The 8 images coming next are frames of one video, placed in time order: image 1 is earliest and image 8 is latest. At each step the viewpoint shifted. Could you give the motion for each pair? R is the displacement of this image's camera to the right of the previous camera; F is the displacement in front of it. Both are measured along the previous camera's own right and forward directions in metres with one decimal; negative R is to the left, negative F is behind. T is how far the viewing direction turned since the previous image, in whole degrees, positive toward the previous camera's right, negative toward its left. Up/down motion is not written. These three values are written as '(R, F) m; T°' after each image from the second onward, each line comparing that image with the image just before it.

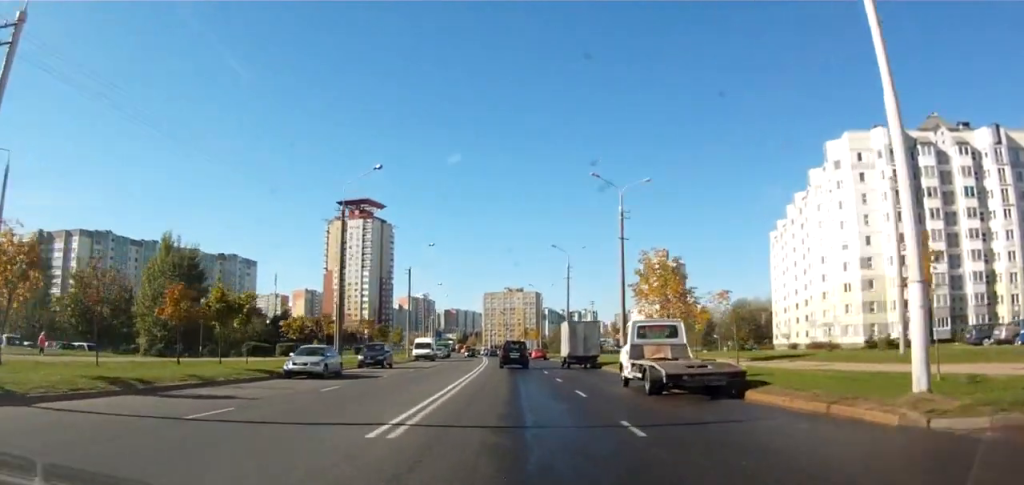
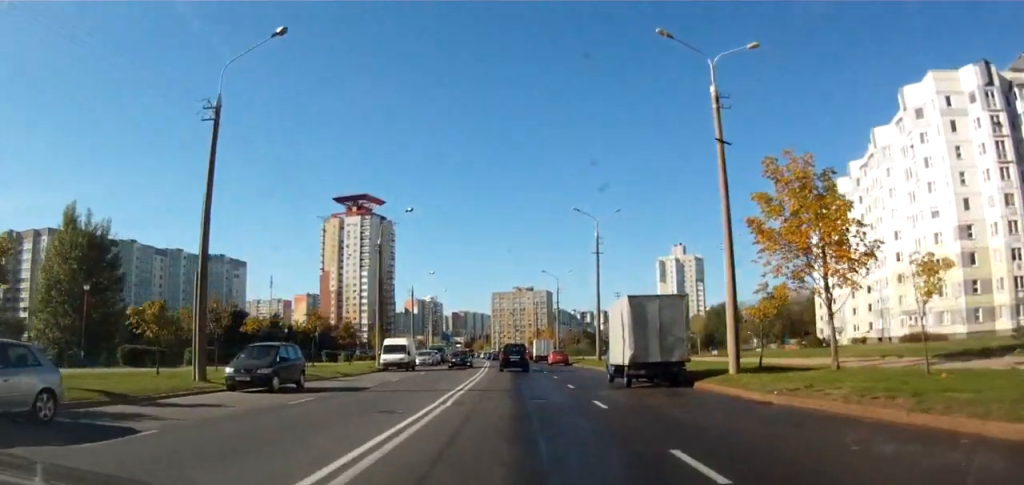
(-0.4, +19.1) m; +2°
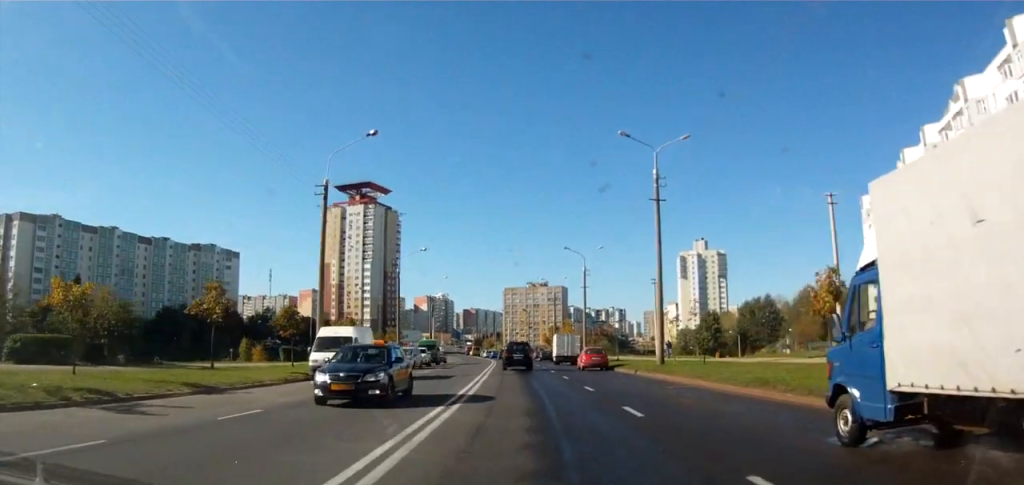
(+0.5, +17.7) m; -4°
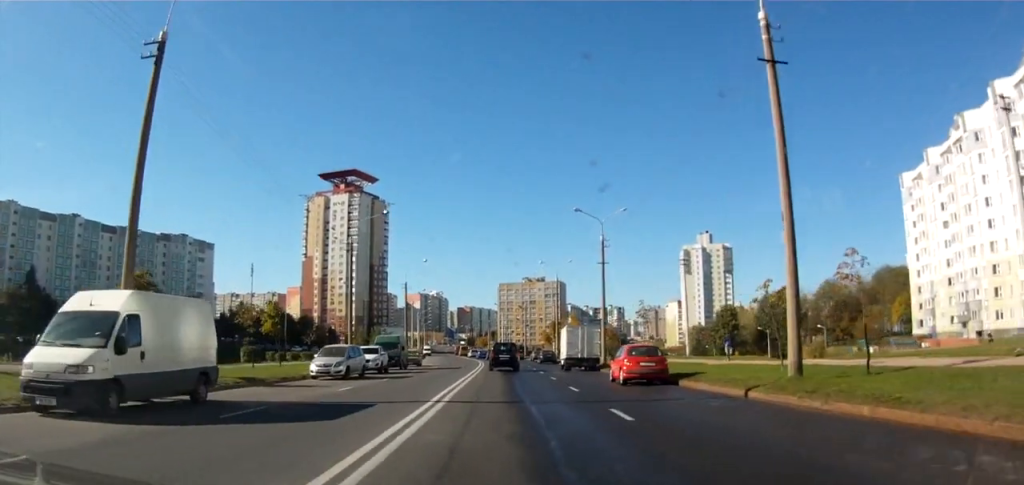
(-1.3, +16.5) m; -4°
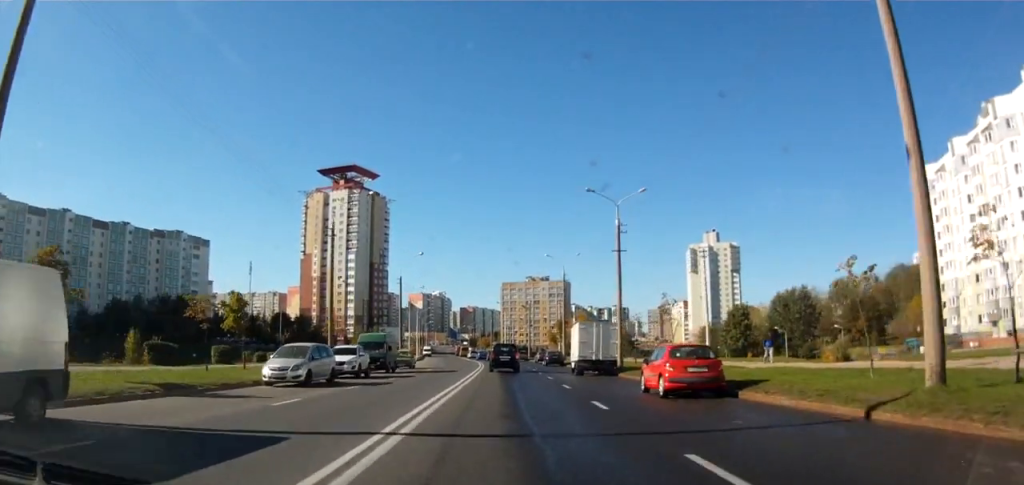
(-0.1, +5.9) m; +1°
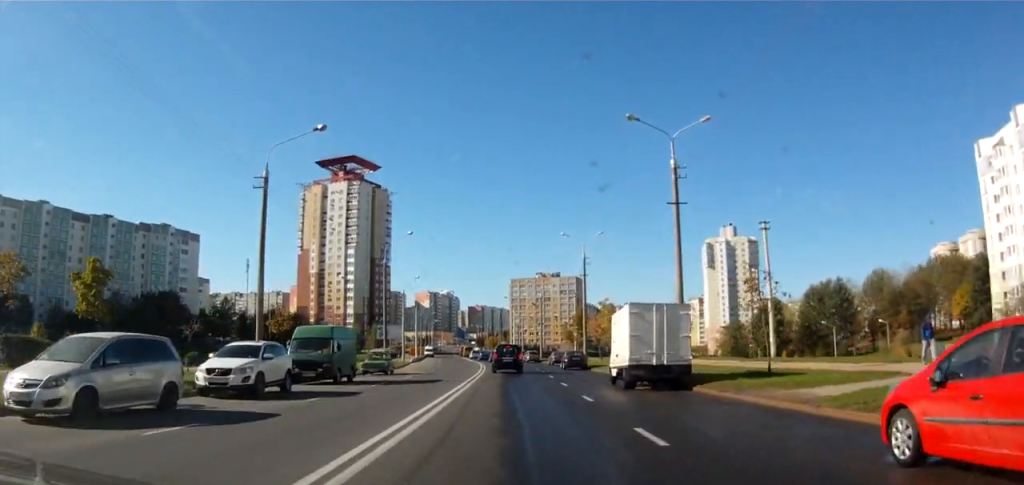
(+0.3, +13.5) m; 0°
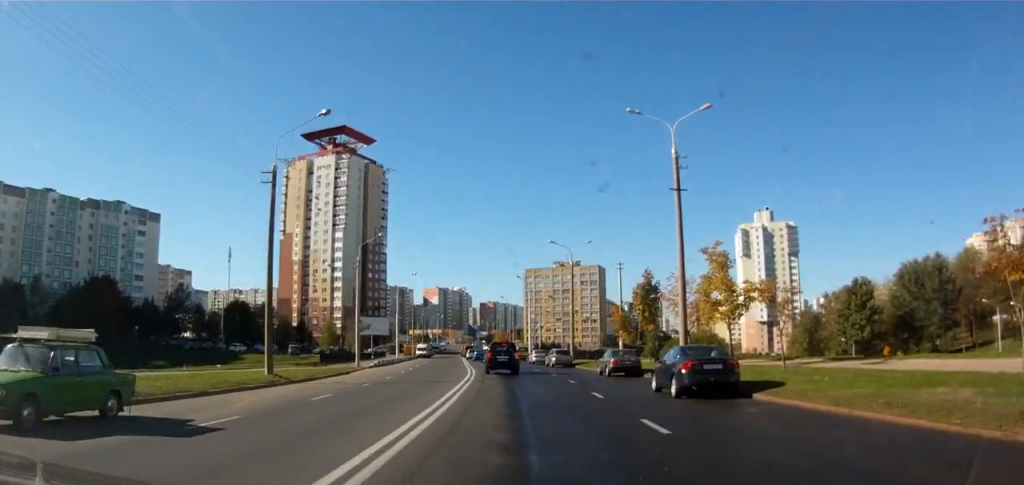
(-0.9, +30.3) m; -3°
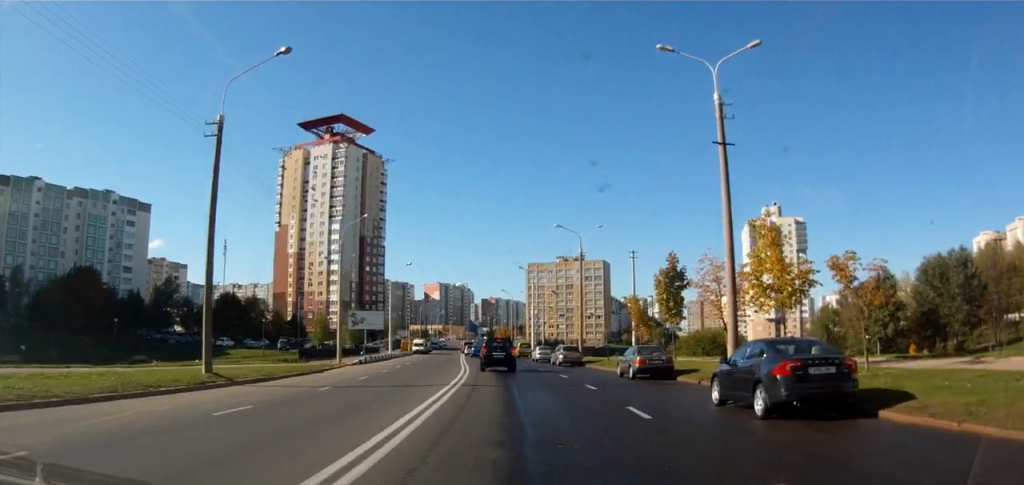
(0.0, +6.0) m; 0°
